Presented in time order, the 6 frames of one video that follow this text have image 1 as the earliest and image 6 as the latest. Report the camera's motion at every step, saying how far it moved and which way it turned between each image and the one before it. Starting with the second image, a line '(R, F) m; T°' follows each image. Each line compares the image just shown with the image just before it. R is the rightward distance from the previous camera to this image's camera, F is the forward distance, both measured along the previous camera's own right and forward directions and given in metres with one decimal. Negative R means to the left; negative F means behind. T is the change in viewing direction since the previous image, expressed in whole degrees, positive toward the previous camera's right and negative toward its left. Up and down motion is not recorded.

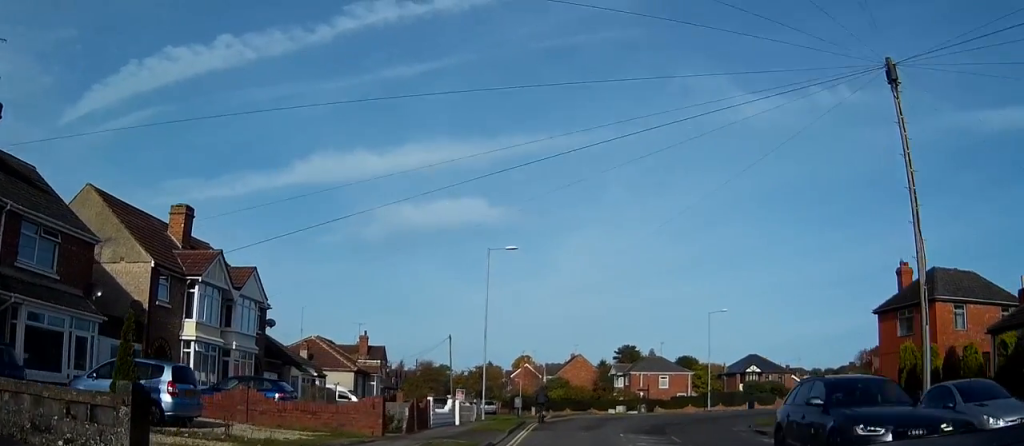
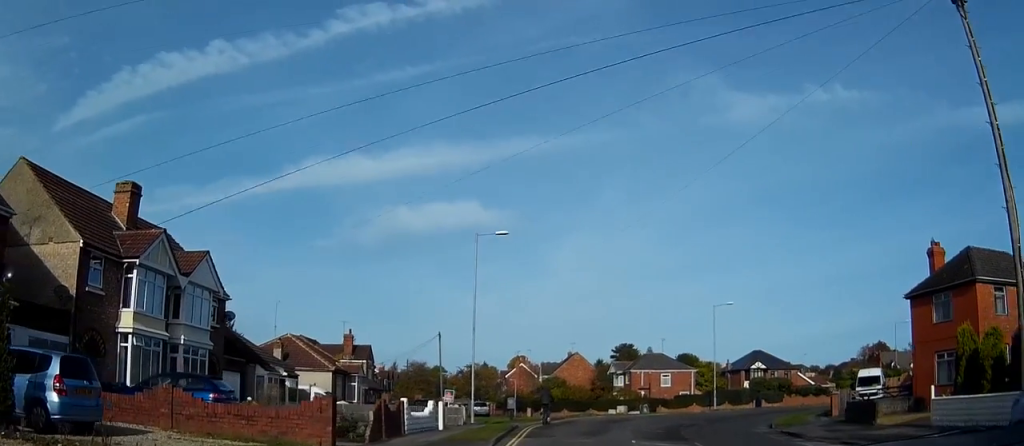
(0.0, +4.4) m; 0°
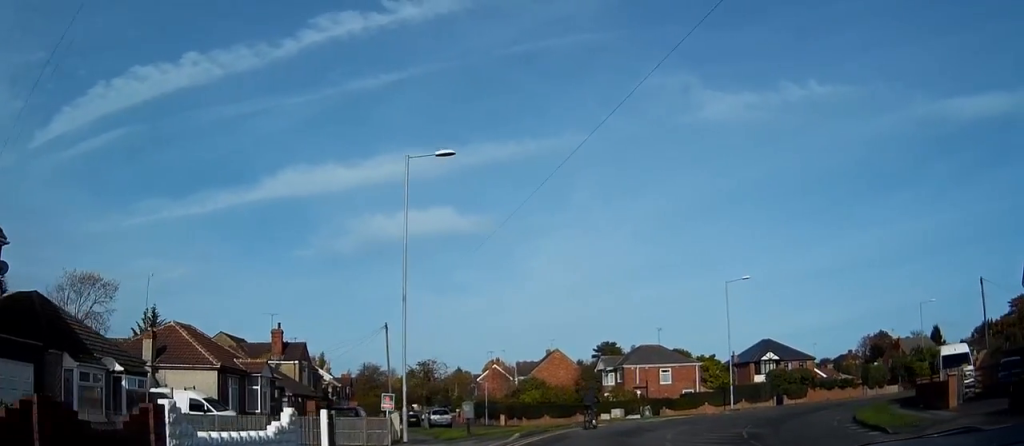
(+0.1, +14.3) m; +1°
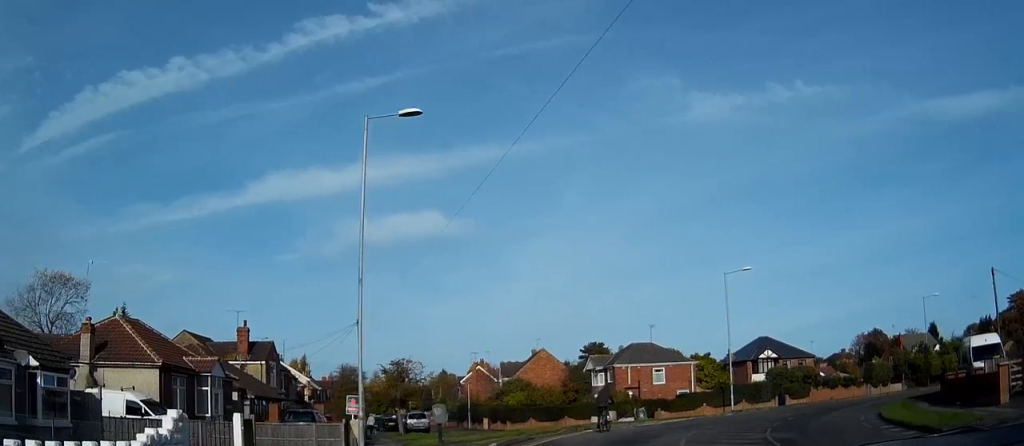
(0.0, +4.2) m; 0°
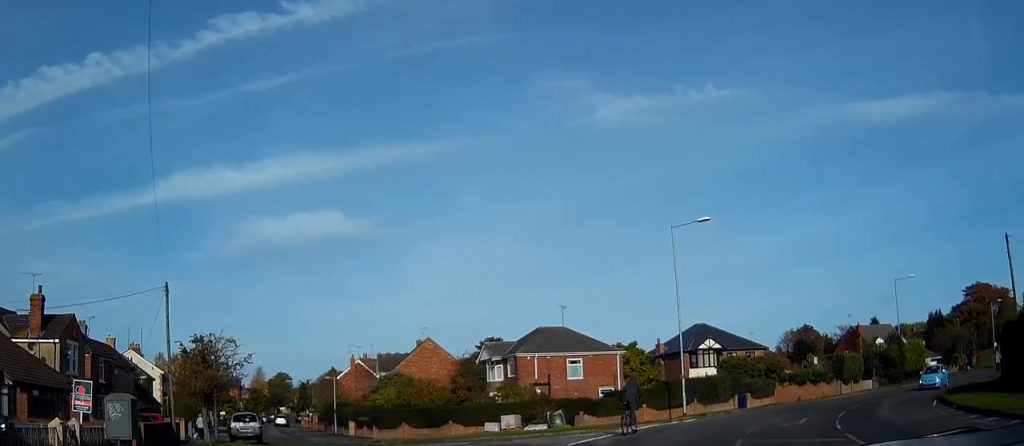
(+0.5, +15.3) m; +6°
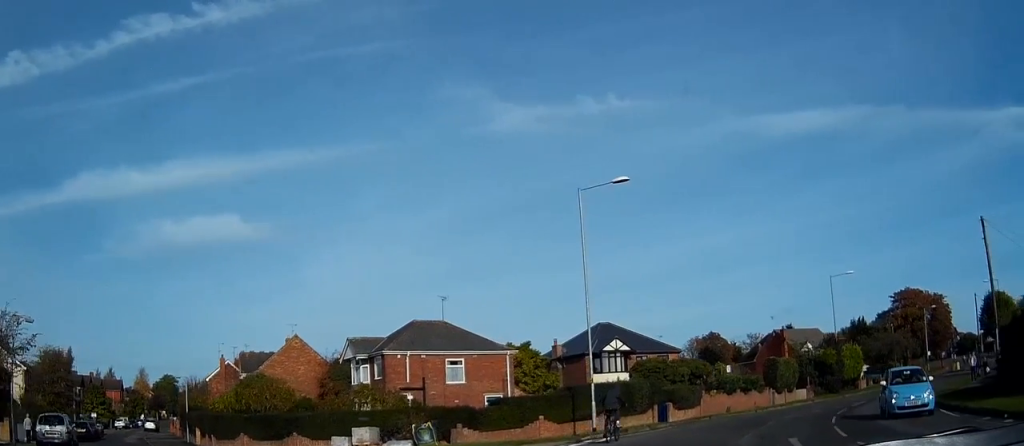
(+0.7, +9.0) m; +8°
